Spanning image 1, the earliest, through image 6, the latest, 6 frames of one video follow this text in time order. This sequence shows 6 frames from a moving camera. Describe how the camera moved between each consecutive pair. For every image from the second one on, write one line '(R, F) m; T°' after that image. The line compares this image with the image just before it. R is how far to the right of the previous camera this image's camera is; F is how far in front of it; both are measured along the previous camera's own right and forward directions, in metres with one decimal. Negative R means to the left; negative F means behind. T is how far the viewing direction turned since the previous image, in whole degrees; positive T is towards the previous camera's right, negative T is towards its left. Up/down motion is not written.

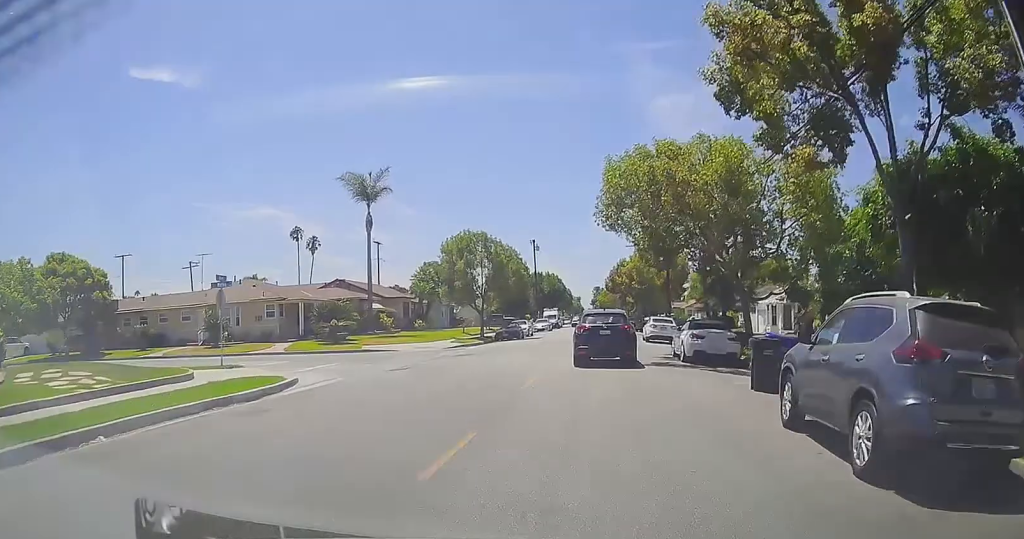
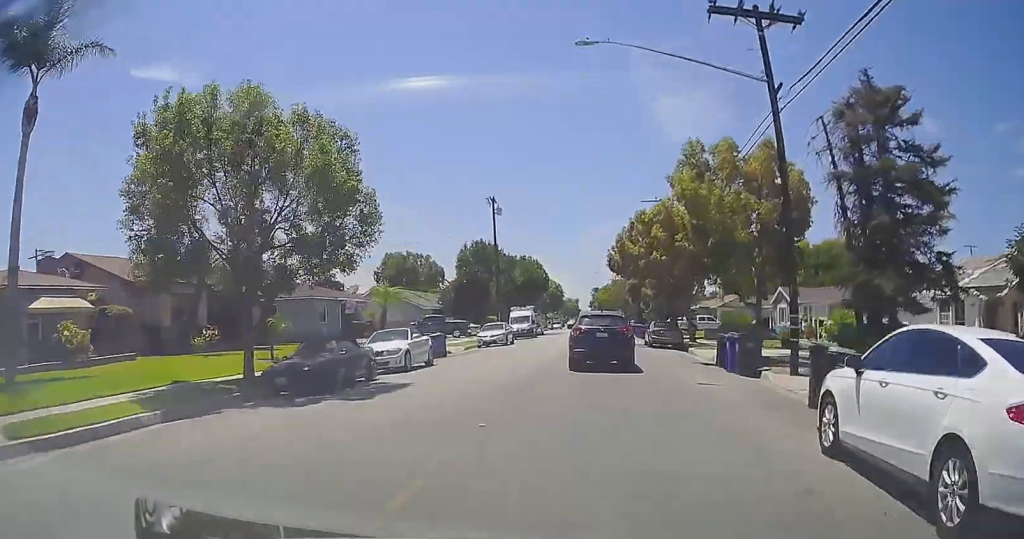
(-0.1, +32.7) m; -1°
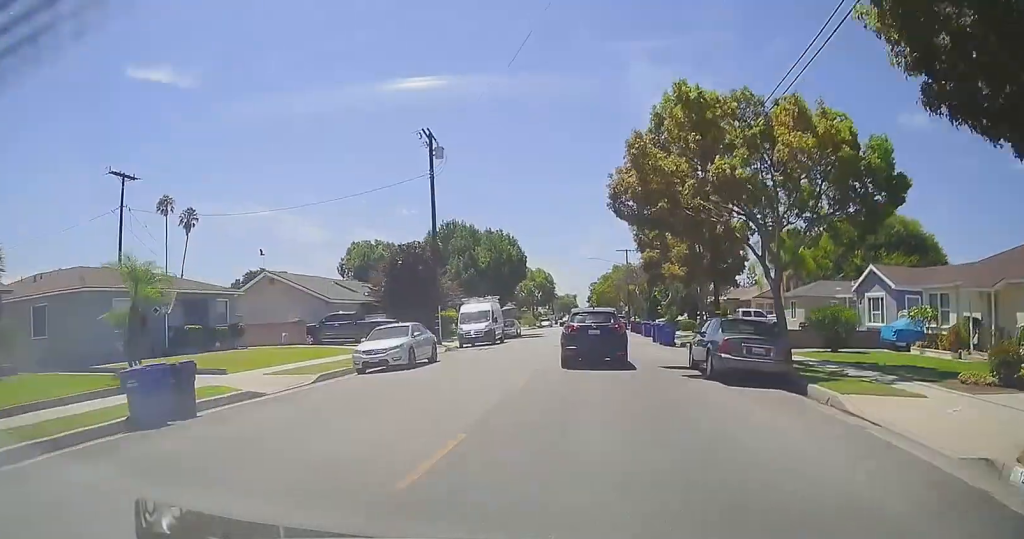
(-0.5, +19.6) m; 0°
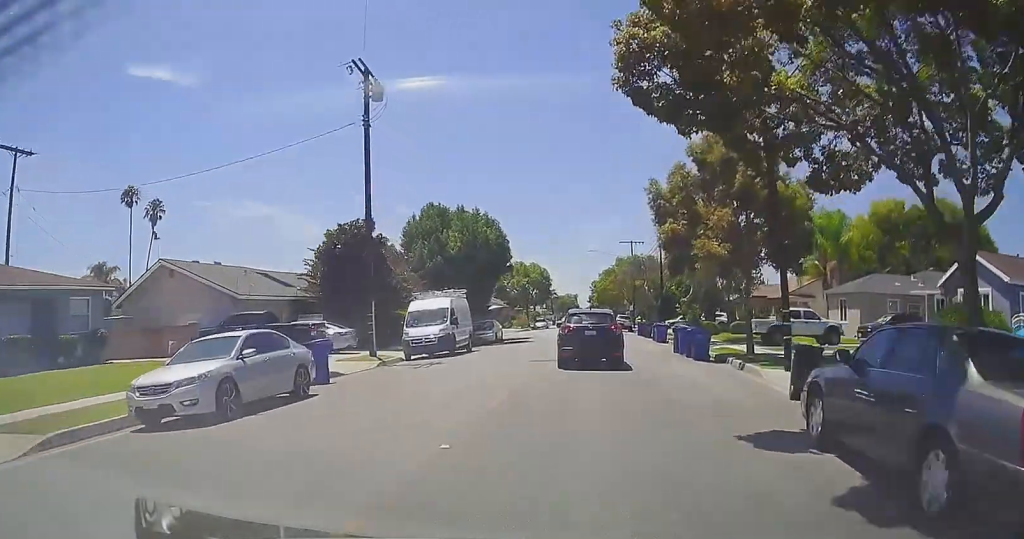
(+0.4, +10.7) m; 0°
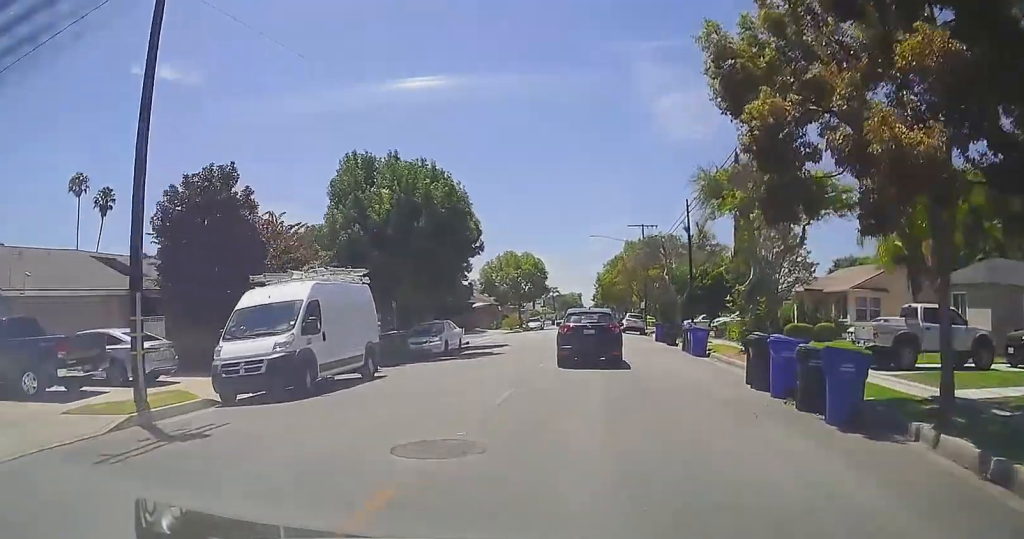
(-0.1, +13.7) m; 0°
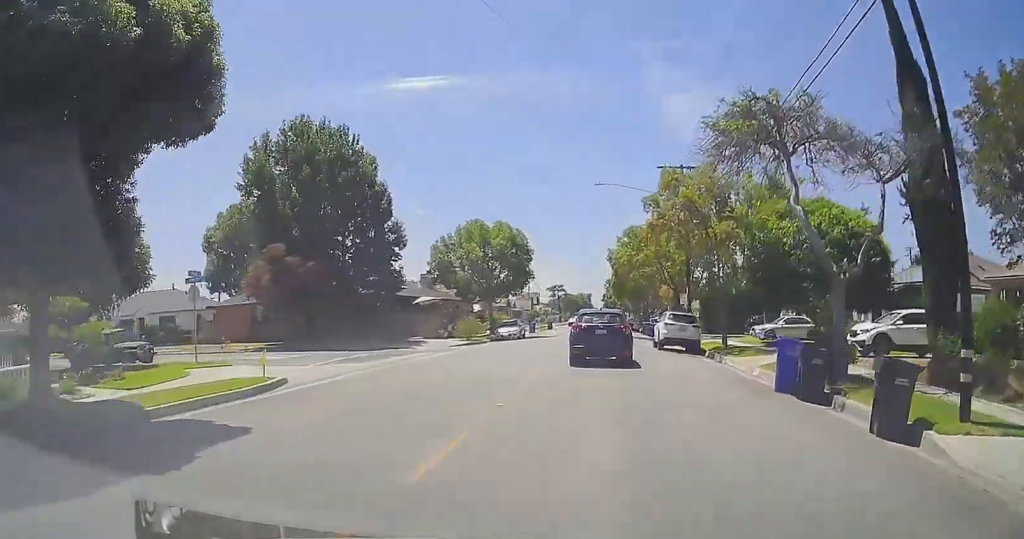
(+0.2, +26.7) m; +1°
